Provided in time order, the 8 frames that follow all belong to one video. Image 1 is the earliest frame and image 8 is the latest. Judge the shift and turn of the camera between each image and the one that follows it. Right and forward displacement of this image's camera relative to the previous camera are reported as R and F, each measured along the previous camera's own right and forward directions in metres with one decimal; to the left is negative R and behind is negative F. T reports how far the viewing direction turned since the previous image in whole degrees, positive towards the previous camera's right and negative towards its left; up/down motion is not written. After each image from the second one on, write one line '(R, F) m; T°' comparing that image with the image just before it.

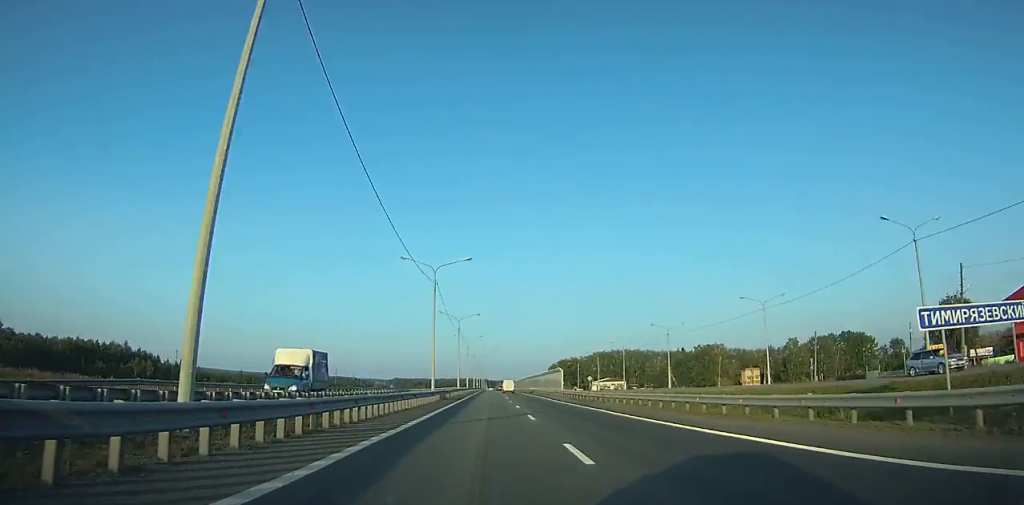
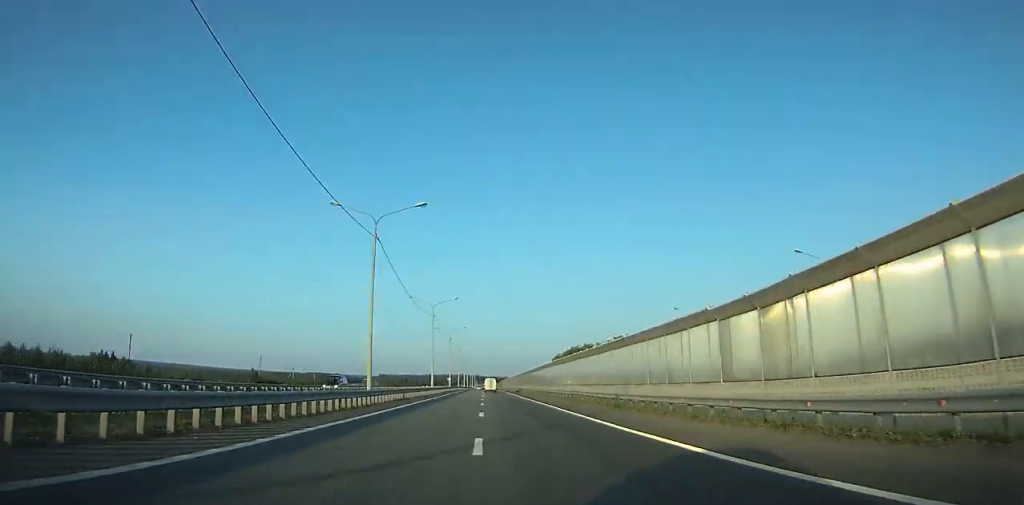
(+0.2, +93.1) m; 0°
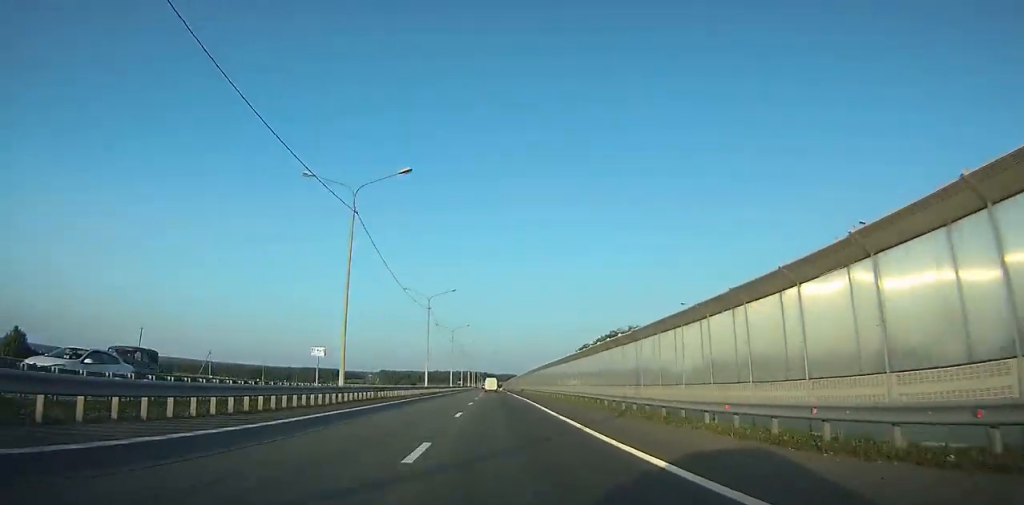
(-0.3, +85.8) m; 0°
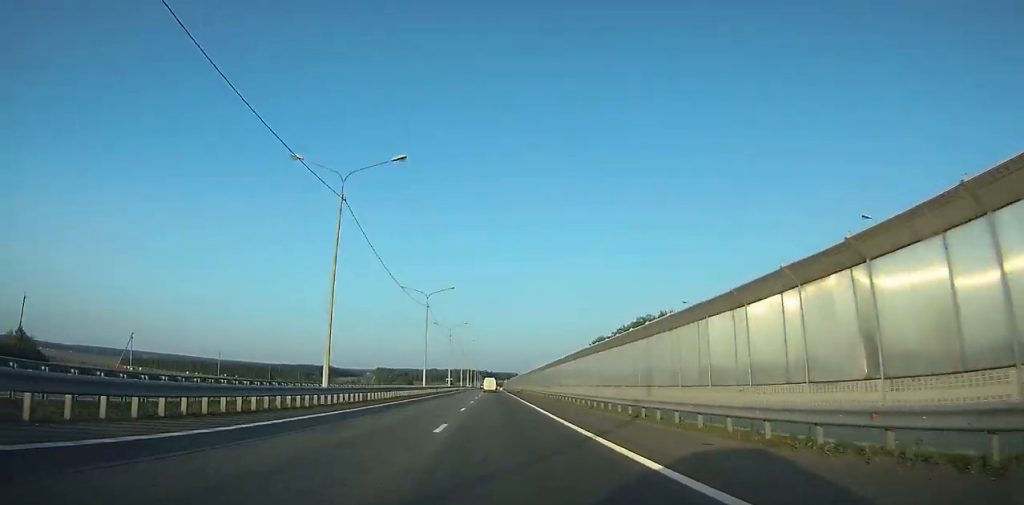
(0.0, +43.8) m; 0°
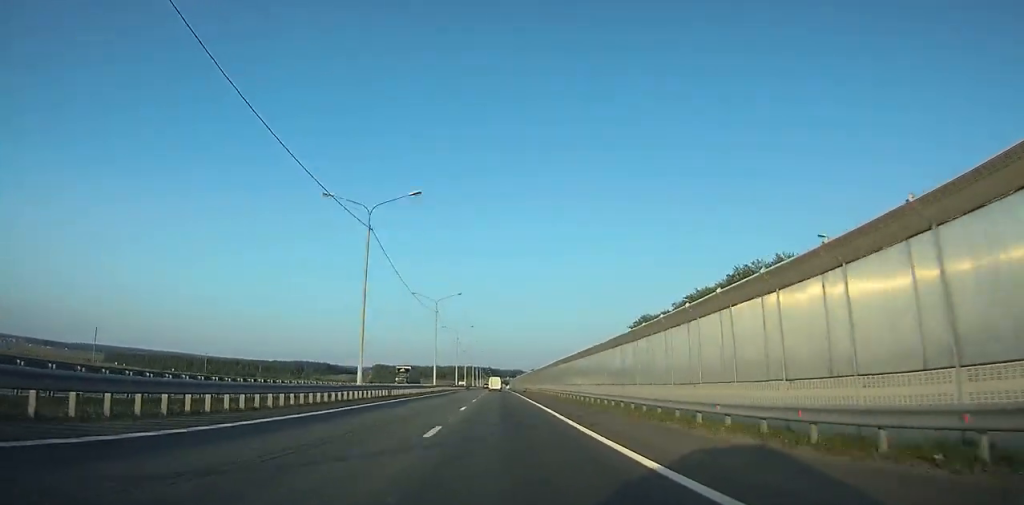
(+0.3, +75.1) m; 0°
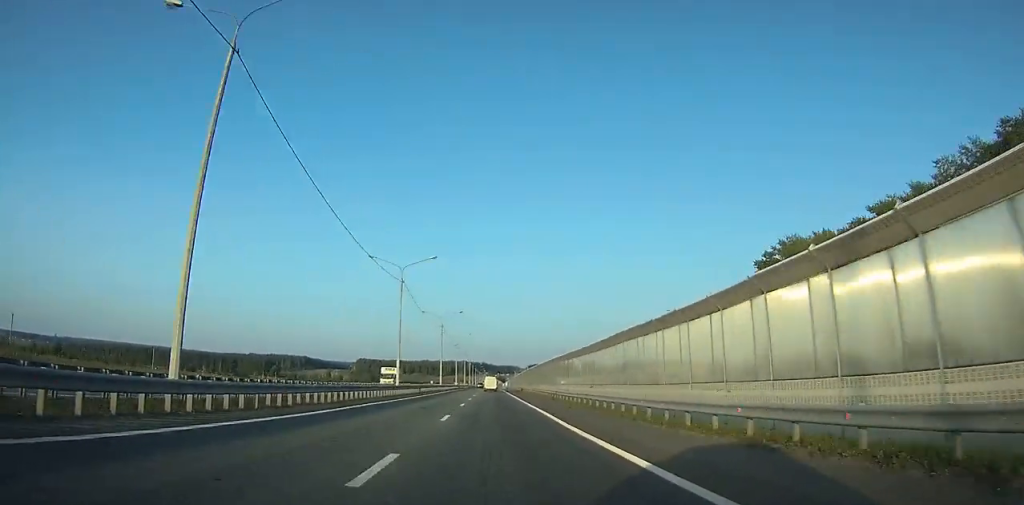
(-0.9, +102.3) m; -1°
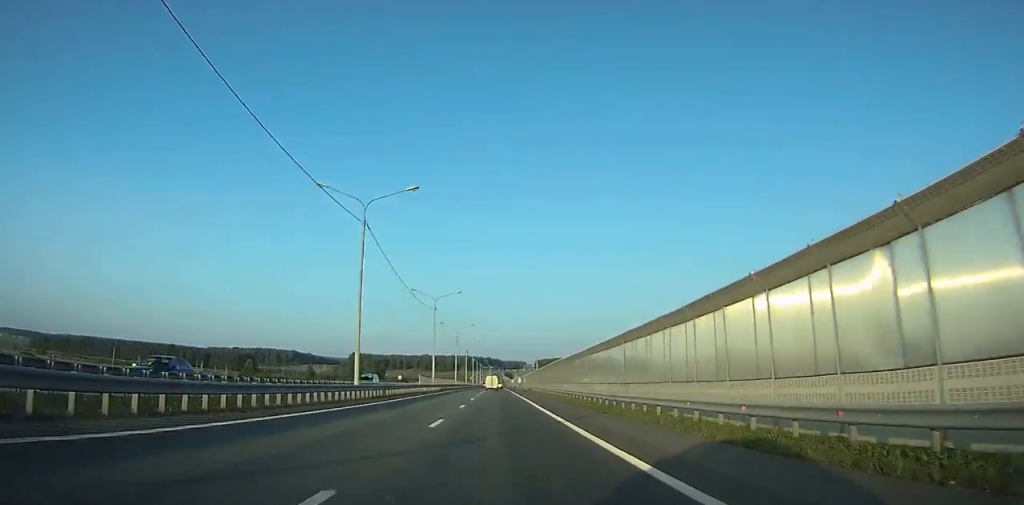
(-0.1, +98.5) m; 0°
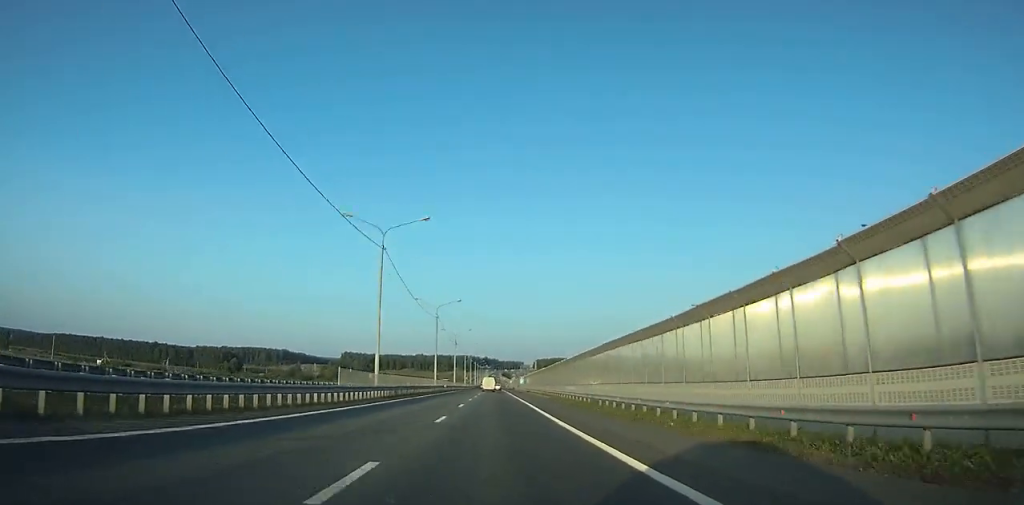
(-0.3, +33.6) m; 0°
